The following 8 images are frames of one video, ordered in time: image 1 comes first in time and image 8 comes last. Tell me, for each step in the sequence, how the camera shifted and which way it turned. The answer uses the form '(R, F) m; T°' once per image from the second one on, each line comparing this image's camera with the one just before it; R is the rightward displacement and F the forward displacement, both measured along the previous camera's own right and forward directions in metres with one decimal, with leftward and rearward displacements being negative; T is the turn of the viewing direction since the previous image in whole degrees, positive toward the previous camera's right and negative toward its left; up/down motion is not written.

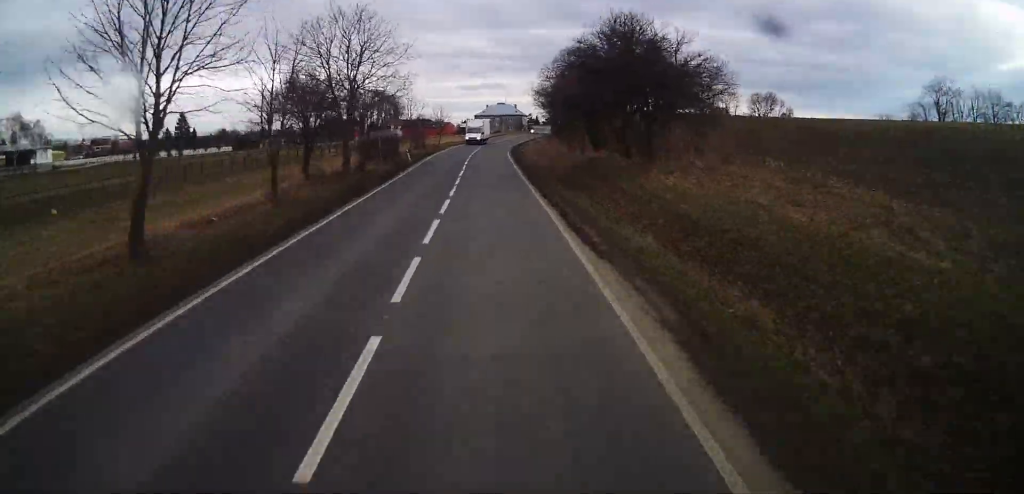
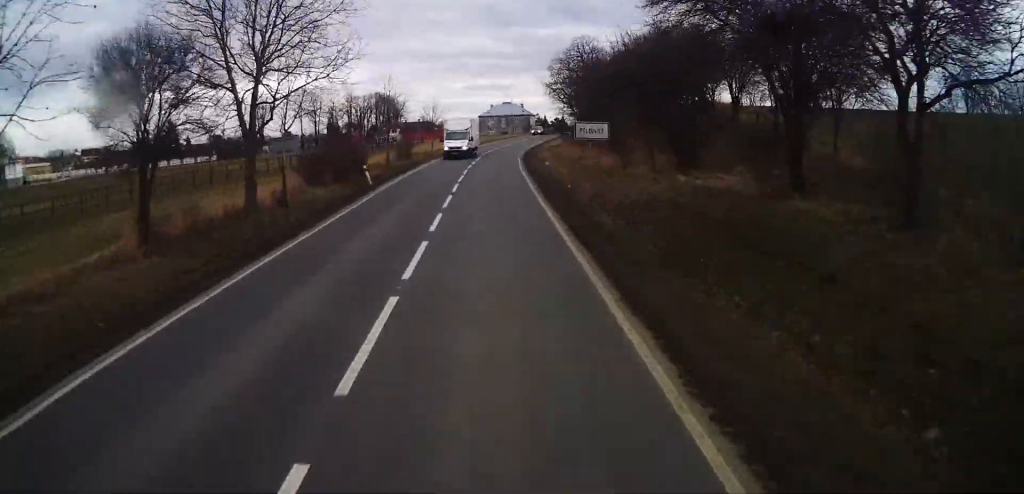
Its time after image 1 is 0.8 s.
(0.0, +16.5) m; 0°
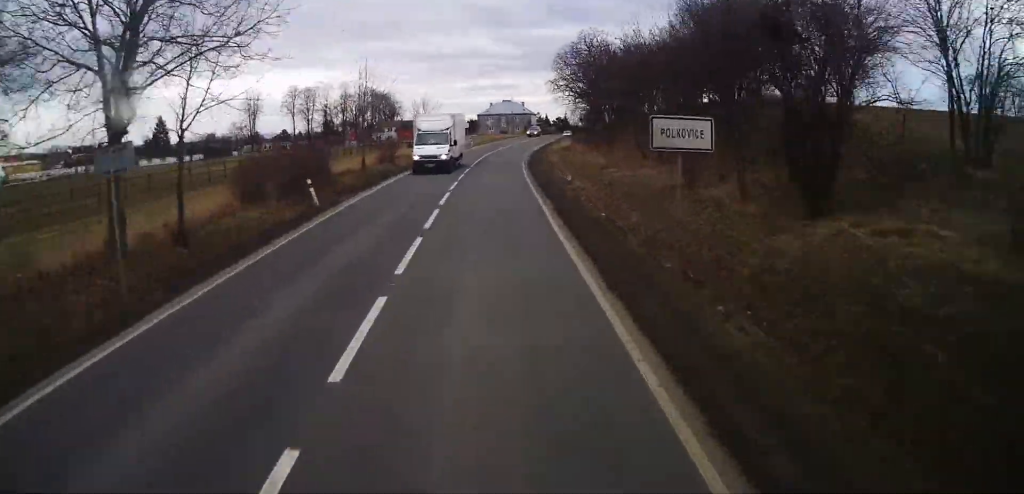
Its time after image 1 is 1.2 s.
(0.0, +8.9) m; 0°
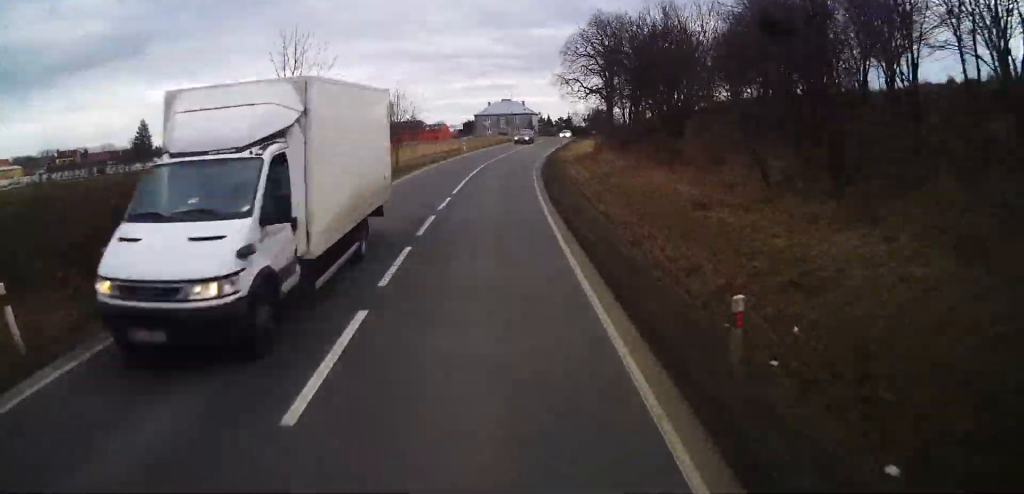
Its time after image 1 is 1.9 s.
(0.0, +14.4) m; 0°
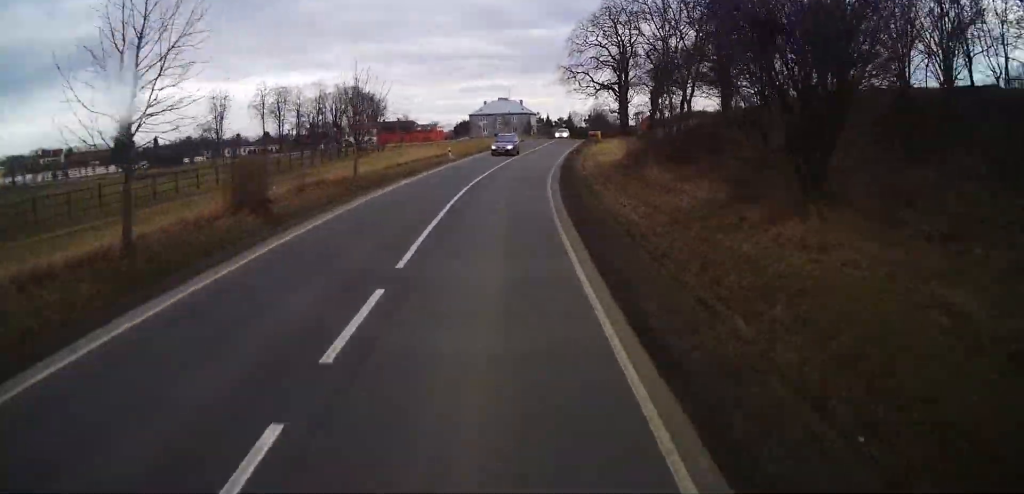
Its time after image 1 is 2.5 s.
(0.0, +12.2) m; 0°
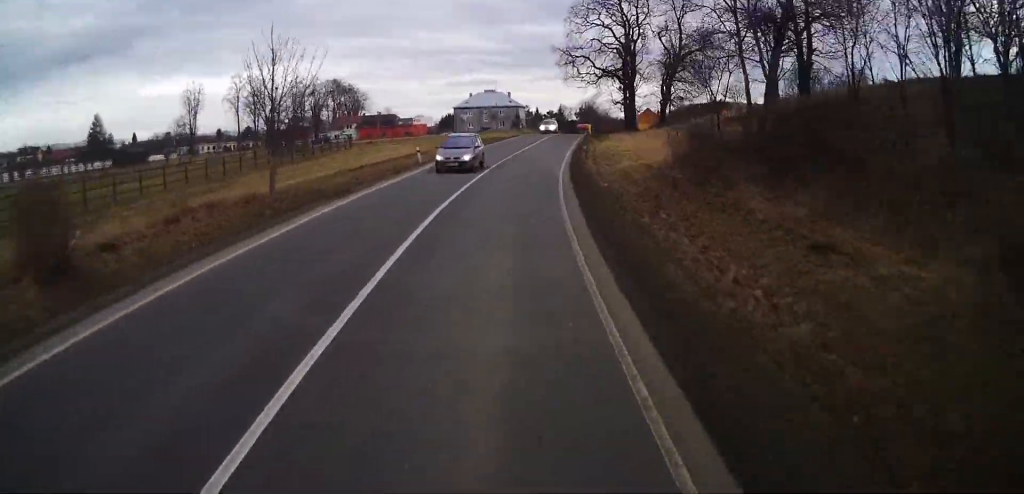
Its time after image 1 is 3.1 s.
(0.0, +10.8) m; +1°
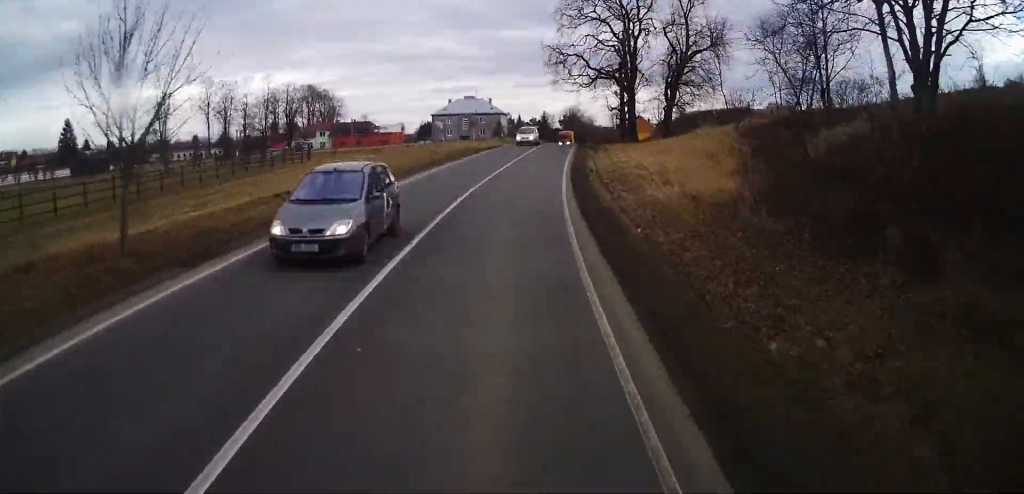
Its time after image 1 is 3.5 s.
(-0.1, +8.7) m; +1°
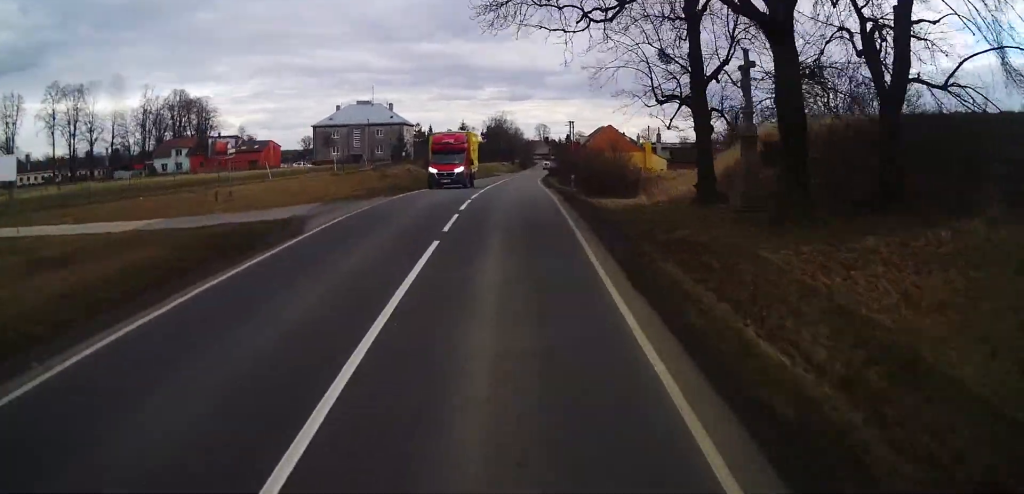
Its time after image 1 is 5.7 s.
(+1.4, +43.1) m; +6°
